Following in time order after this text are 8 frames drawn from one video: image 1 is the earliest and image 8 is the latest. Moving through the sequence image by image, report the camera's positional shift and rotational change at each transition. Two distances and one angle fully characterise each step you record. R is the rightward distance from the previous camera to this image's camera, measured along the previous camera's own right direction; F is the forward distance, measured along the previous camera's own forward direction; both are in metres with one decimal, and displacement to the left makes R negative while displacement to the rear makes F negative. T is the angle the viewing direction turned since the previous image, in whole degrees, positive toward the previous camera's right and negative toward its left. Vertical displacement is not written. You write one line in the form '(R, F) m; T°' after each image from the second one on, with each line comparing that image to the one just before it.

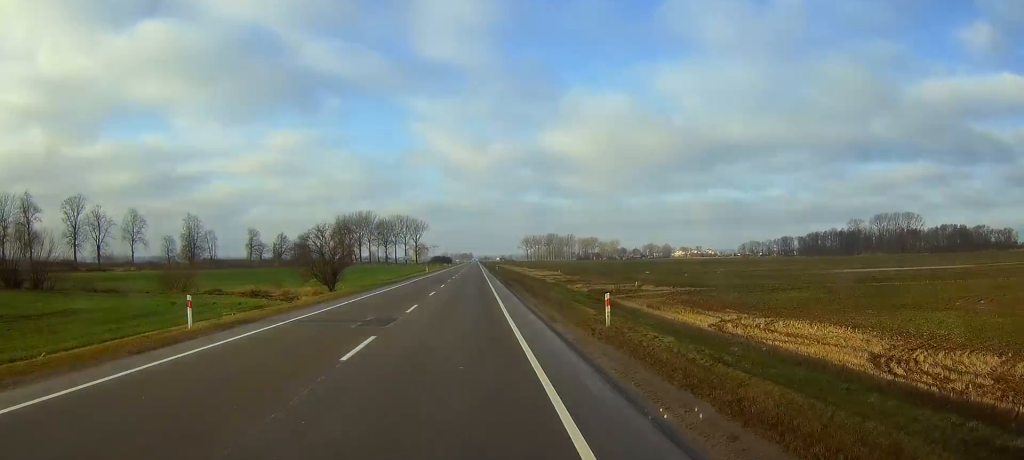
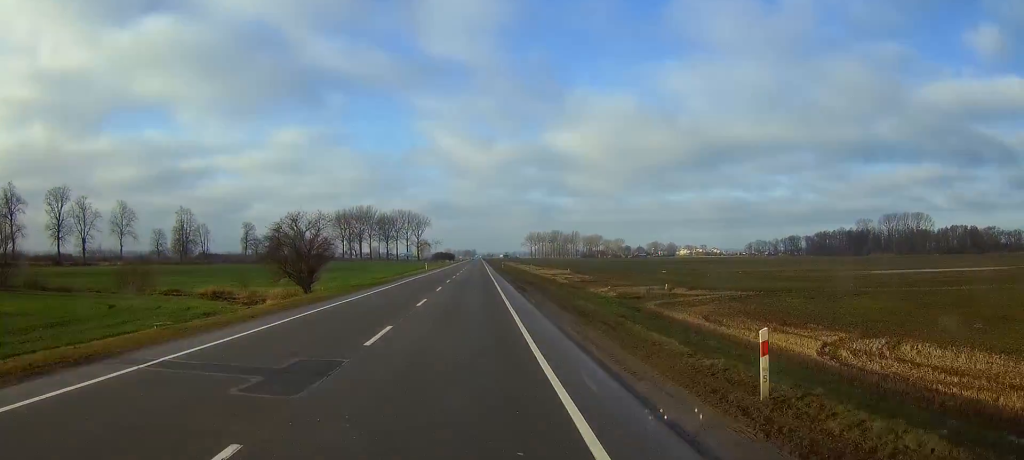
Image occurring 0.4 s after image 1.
(0.0, +10.4) m; 0°
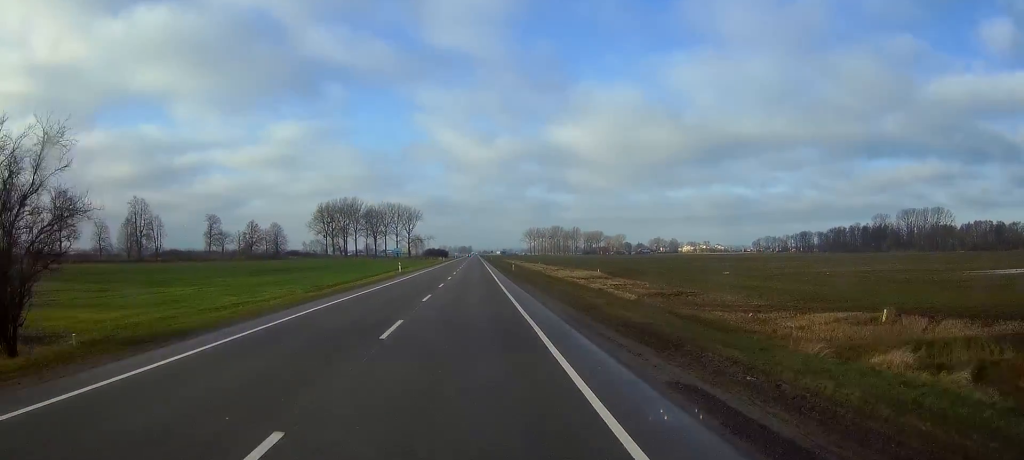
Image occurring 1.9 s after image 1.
(0.0, +36.1) m; 0°
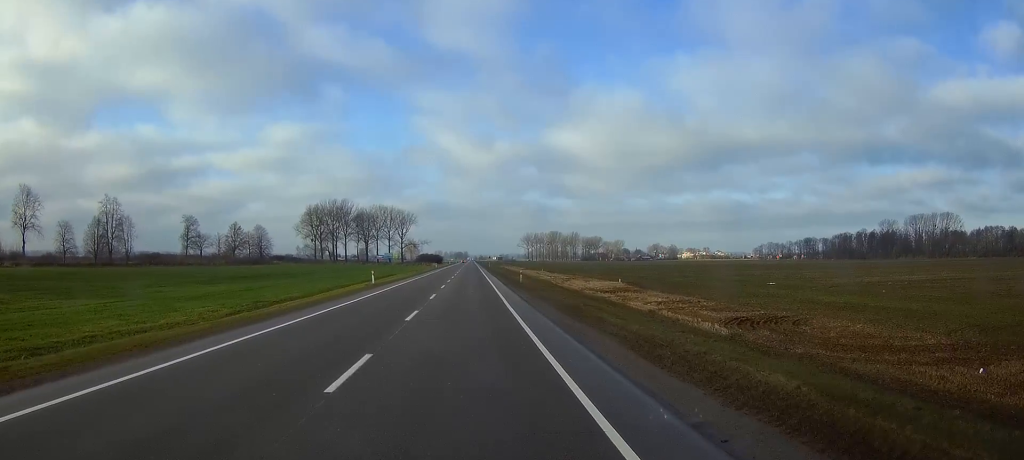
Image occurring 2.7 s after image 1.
(0.0, +17.7) m; 0°
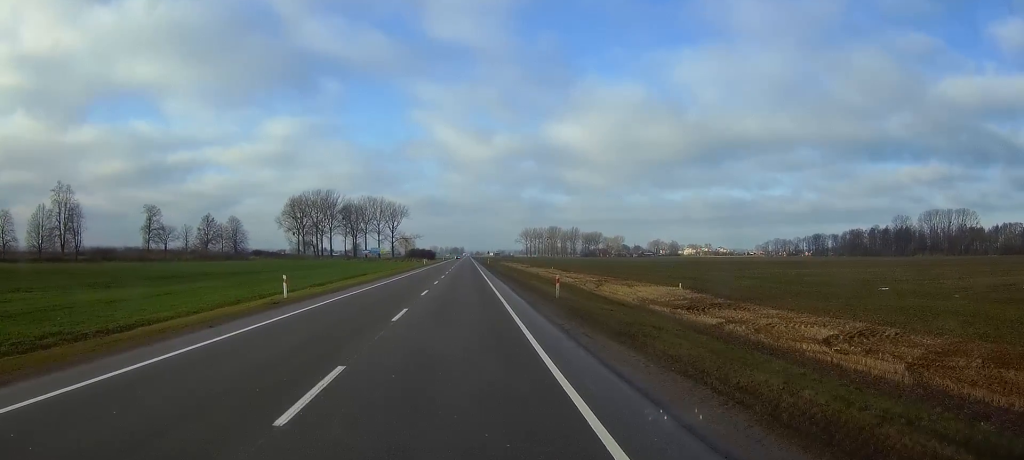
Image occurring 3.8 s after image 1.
(+0.1, +26.7) m; 0°
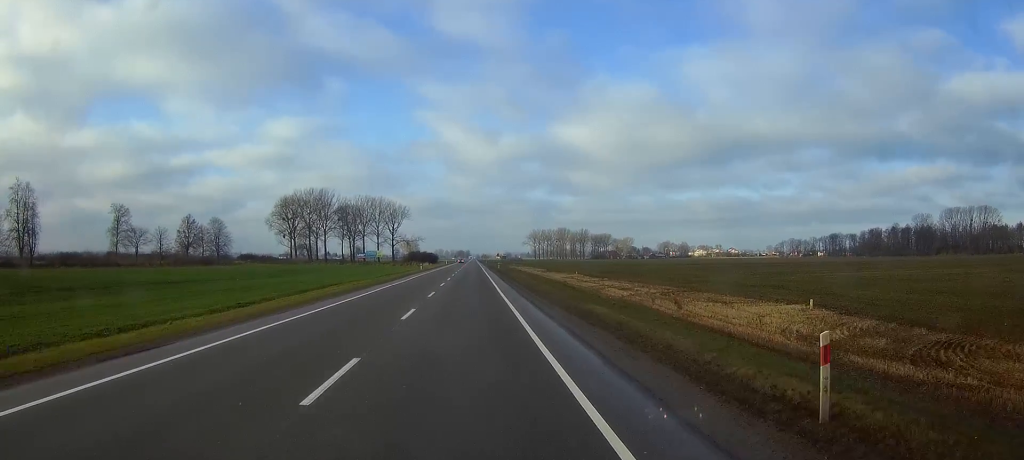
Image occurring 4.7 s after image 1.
(-0.1, +23.6) m; 0°
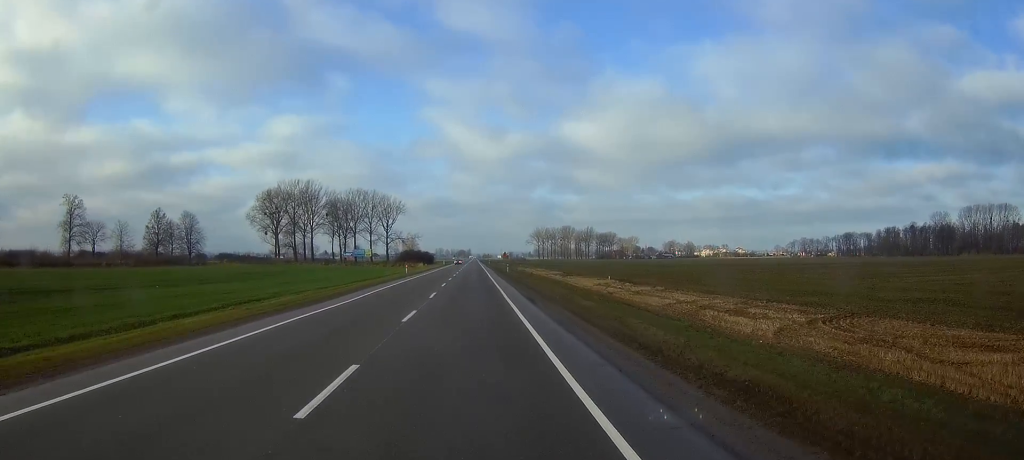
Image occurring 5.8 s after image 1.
(0.0, +25.2) m; 0°
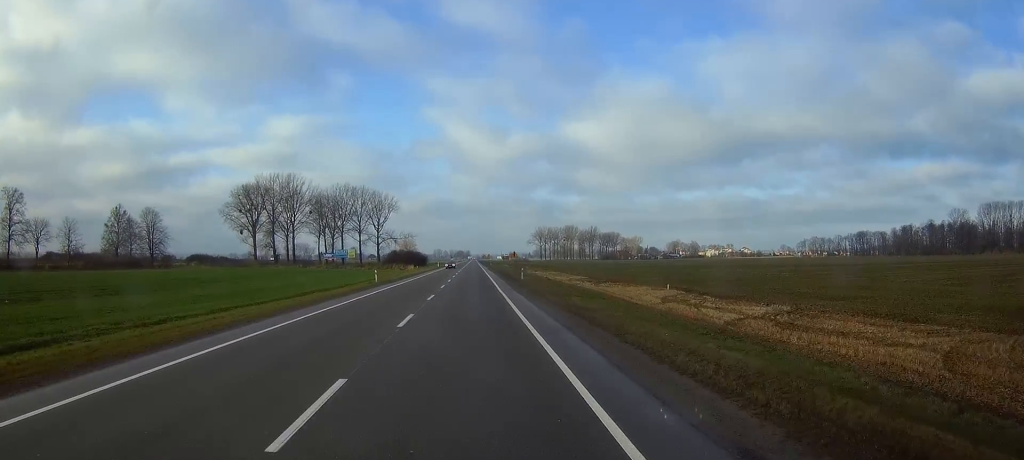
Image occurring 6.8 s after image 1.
(+0.1, +25.9) m; 0°
